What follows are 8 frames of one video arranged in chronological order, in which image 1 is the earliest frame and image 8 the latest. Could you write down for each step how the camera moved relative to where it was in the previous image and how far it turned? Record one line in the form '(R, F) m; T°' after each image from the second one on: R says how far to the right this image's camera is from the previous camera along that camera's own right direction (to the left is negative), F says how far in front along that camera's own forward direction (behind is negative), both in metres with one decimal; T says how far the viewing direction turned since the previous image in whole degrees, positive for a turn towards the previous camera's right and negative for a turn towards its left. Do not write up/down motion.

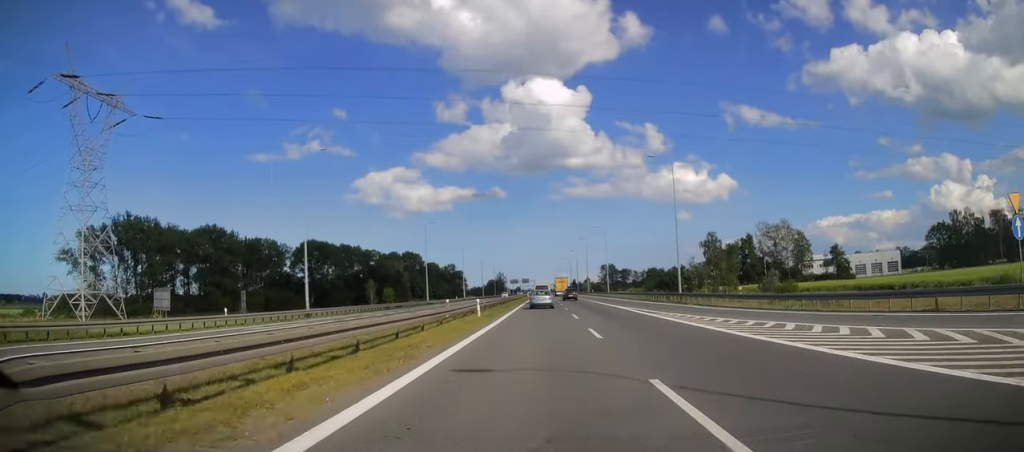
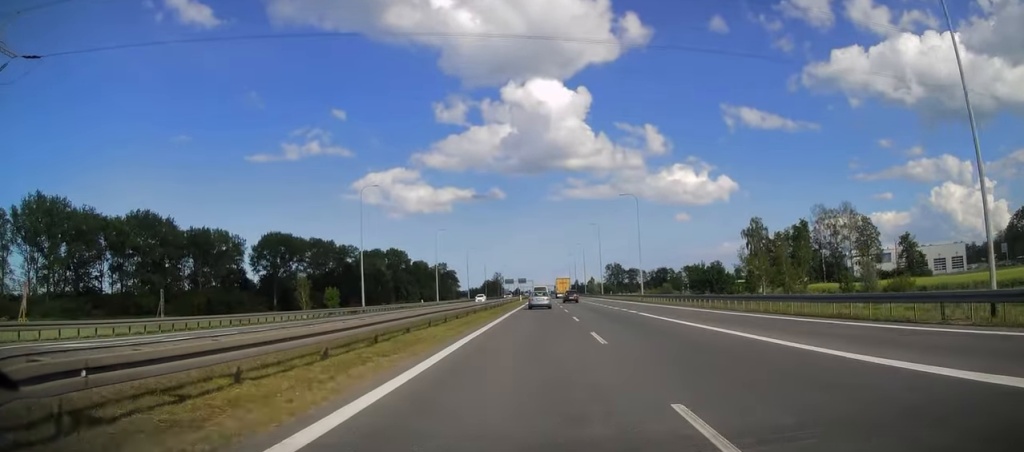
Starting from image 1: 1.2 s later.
(0.0, +37.9) m; +1°
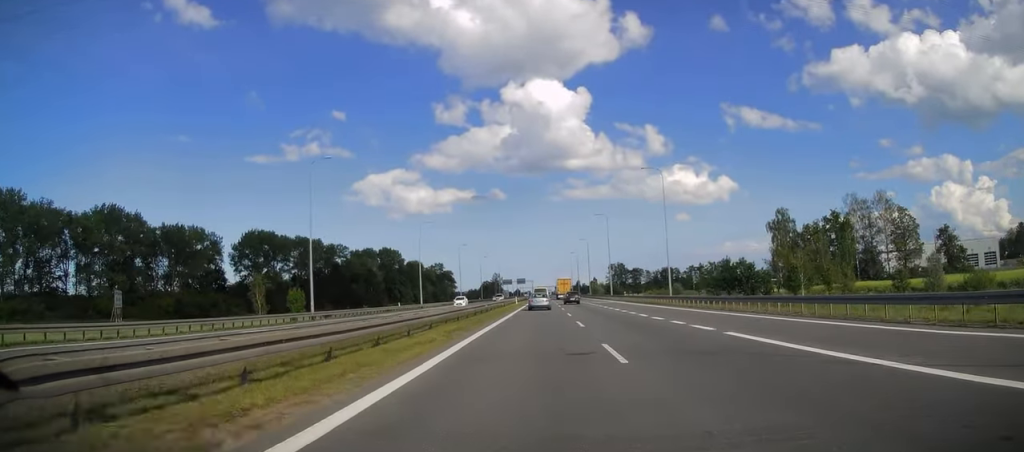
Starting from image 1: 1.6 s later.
(+0.2, +15.7) m; 0°
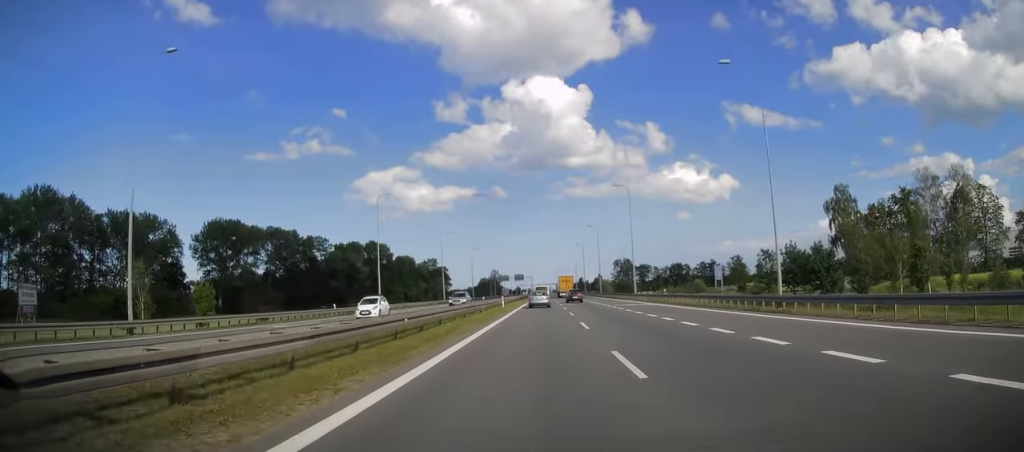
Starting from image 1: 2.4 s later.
(+0.1, +26.0) m; 0°
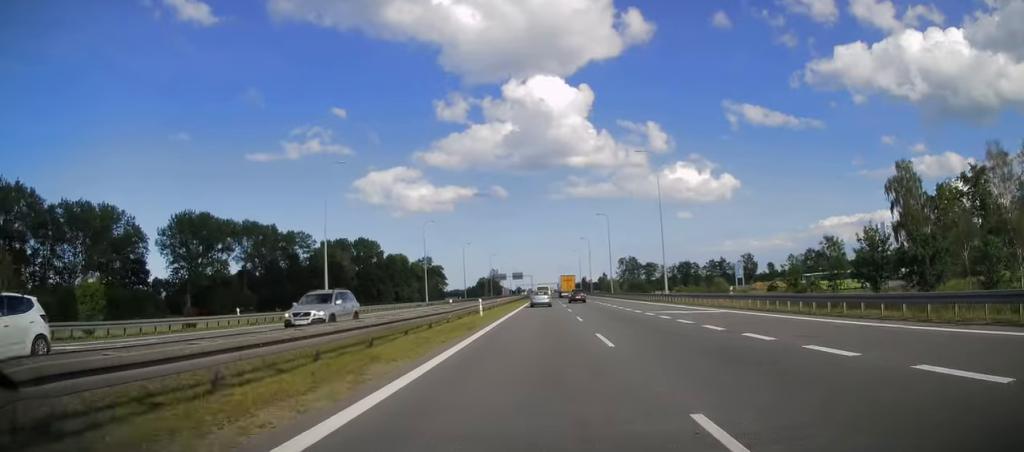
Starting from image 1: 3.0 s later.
(-0.1, +19.0) m; 0°
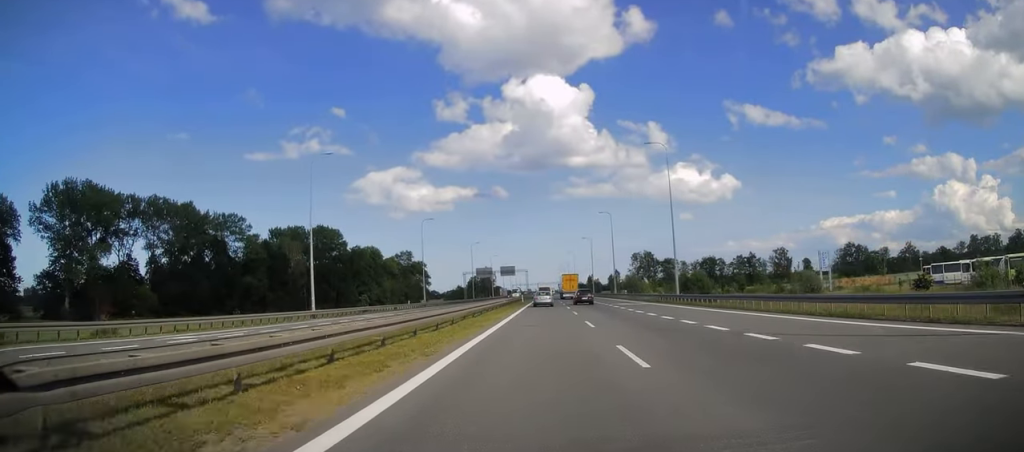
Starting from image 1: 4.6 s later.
(+0.2, +51.7) m; 0°
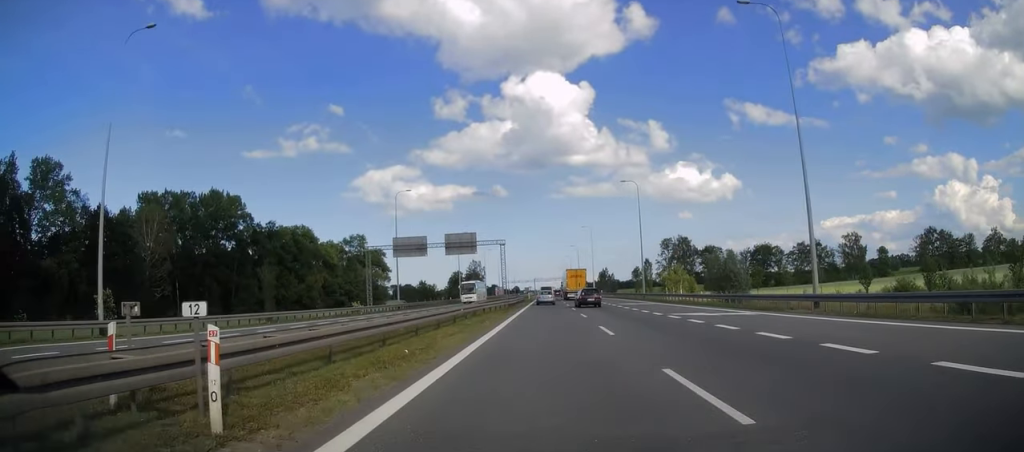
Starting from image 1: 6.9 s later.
(-0.1, +75.9) m; 0°
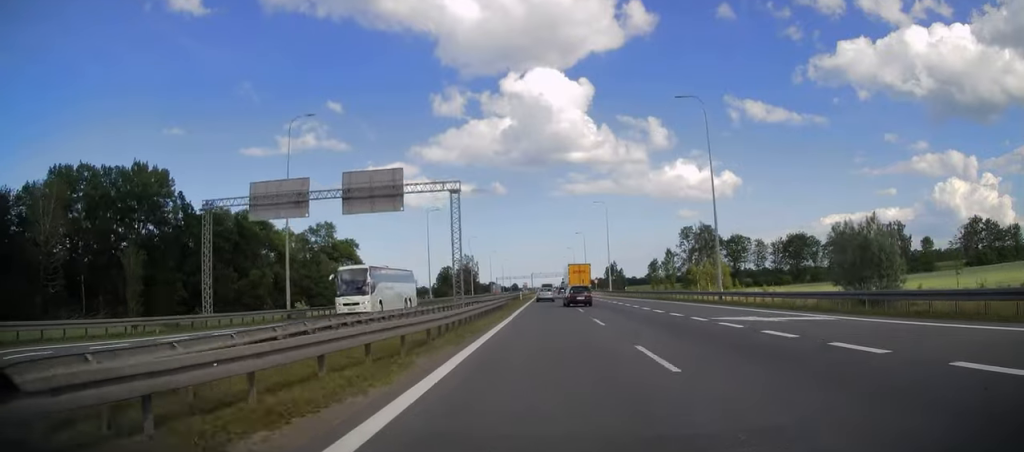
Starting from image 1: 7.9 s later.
(0.0, +32.3) m; 0°
